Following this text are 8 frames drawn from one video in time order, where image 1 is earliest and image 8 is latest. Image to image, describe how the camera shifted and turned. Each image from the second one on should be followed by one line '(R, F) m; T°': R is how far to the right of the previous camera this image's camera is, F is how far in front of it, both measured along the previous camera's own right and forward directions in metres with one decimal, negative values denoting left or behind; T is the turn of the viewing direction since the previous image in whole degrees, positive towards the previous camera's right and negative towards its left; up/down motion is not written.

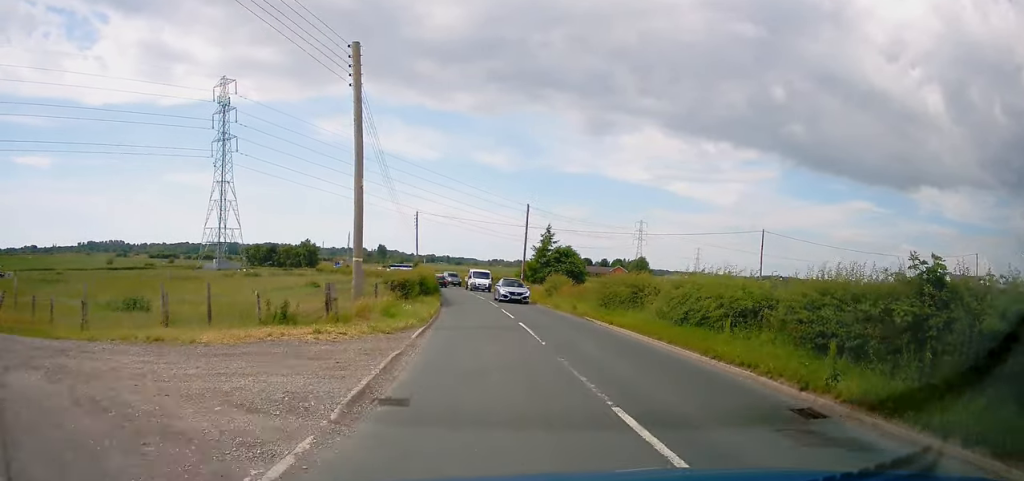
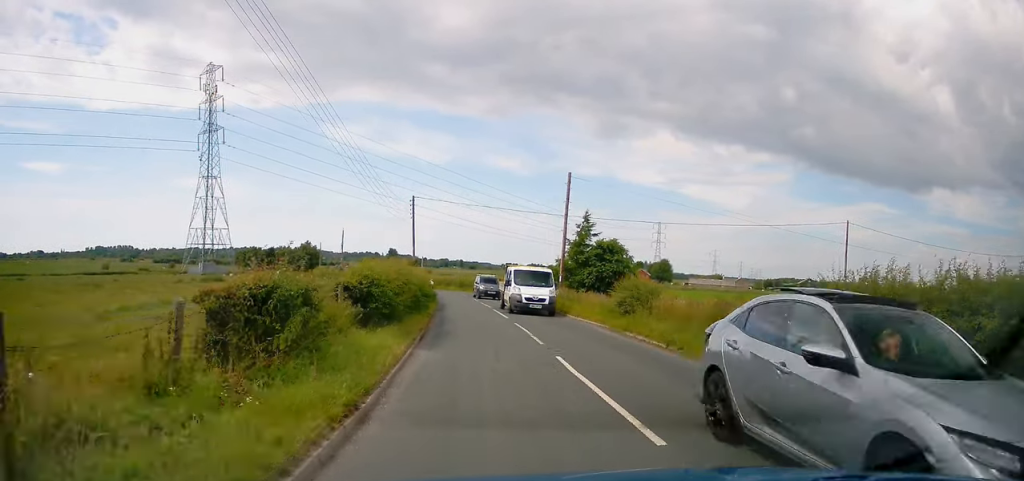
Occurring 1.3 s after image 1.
(-0.1, +16.7) m; 0°
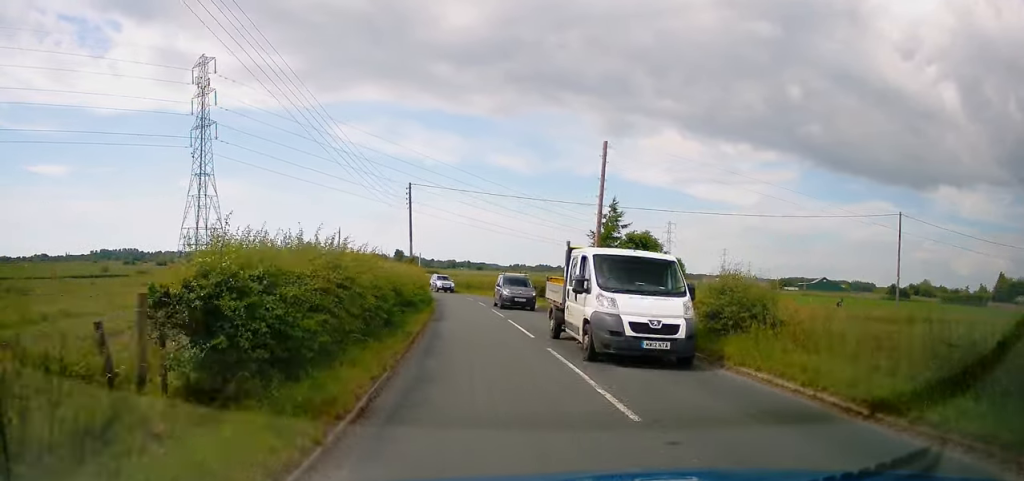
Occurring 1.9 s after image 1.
(0.0, +7.8) m; -2°
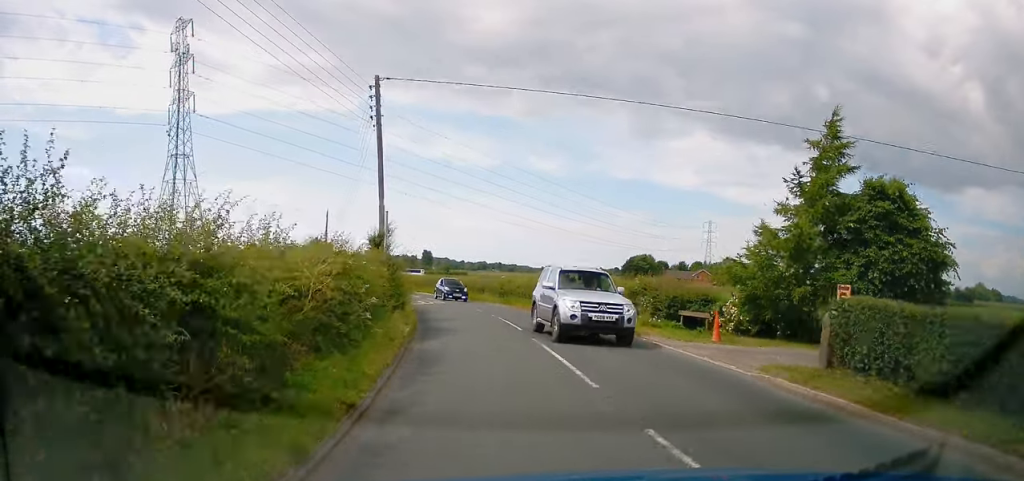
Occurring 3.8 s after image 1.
(-1.1, +25.1) m; -4°
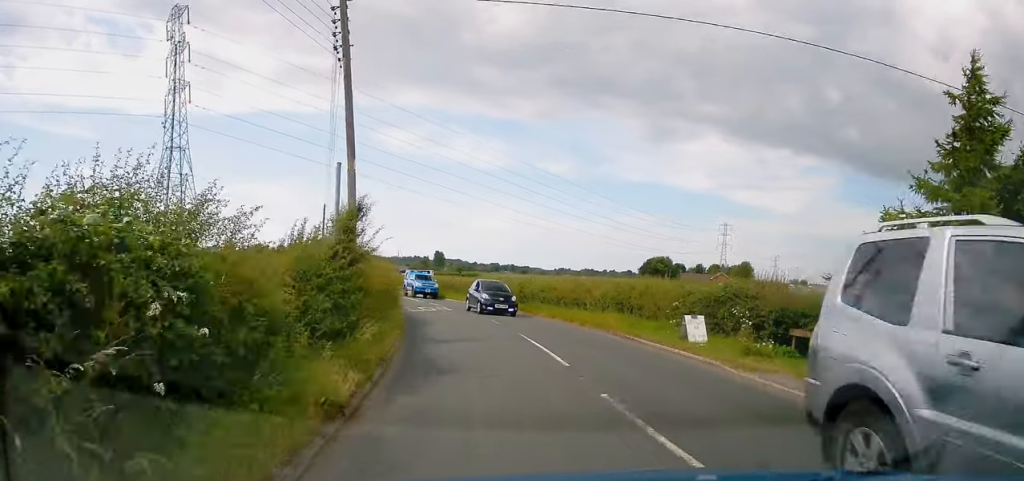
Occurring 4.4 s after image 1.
(0.0, +6.9) m; -1°
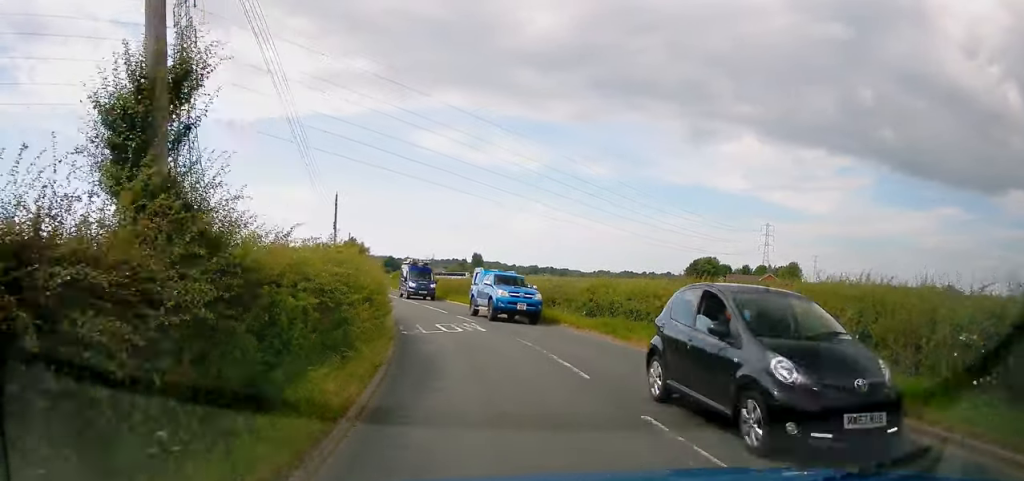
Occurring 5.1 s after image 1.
(-0.1, +10.0) m; -4°
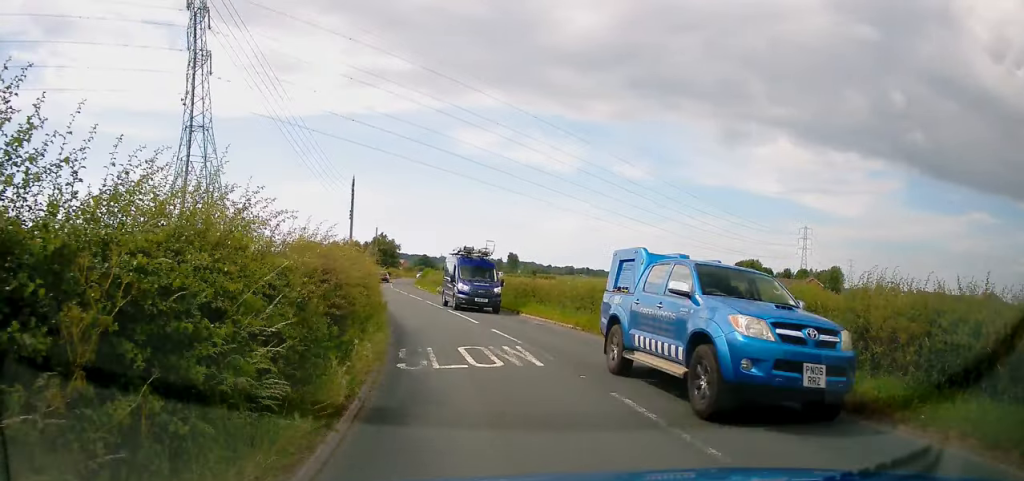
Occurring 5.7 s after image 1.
(-0.4, +7.2) m; -3°
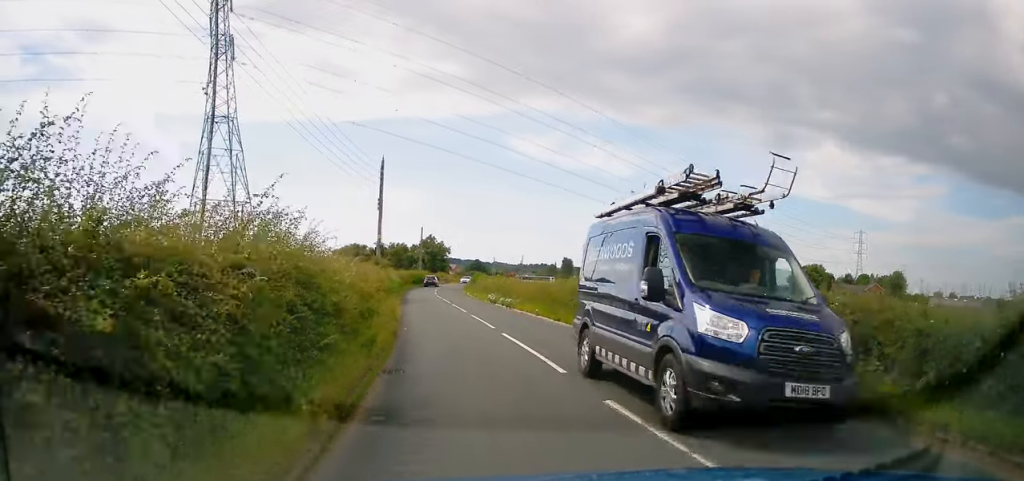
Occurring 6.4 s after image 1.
(-0.4, +9.4) m; -4°
